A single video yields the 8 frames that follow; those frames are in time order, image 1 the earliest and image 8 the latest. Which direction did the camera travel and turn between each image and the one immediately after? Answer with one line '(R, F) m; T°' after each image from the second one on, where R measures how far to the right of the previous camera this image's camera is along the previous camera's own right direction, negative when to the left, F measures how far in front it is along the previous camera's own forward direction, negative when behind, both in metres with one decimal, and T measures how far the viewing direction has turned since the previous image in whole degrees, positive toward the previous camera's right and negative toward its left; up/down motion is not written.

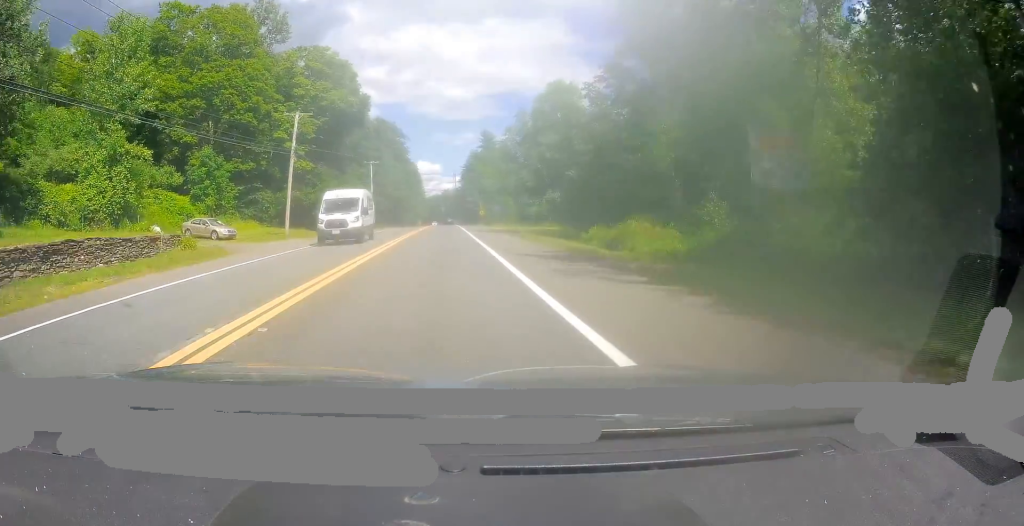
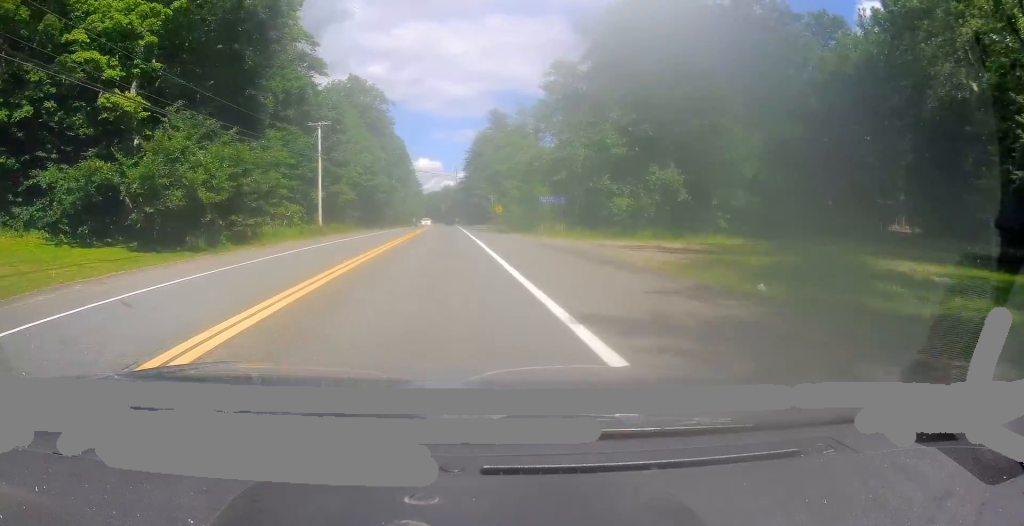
(-0.2, +38.0) m; +1°
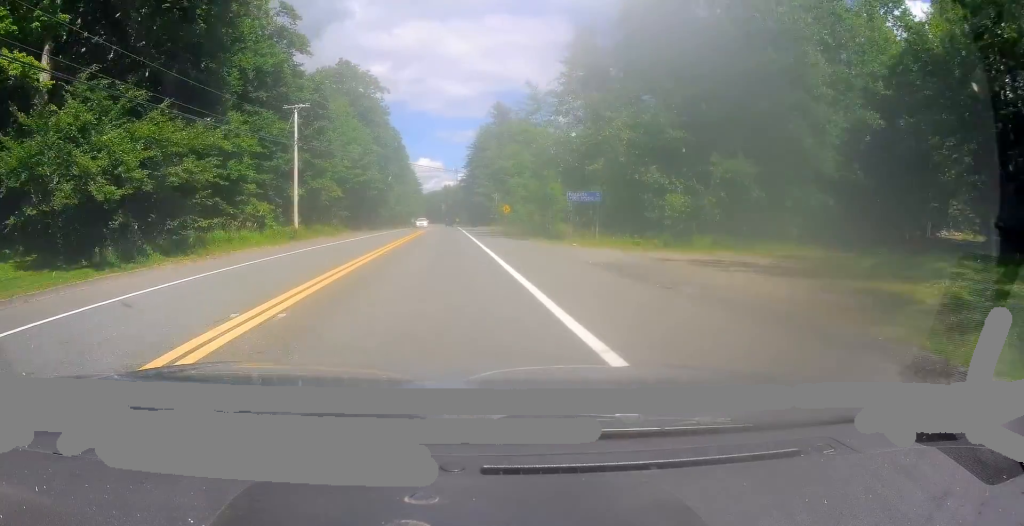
(+0.1, +8.9) m; +1°
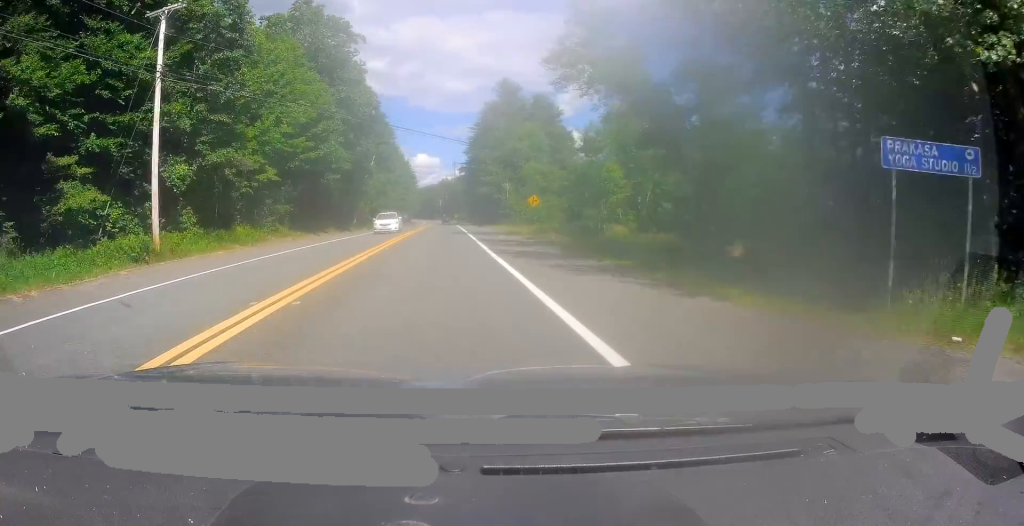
(-0.2, +23.2) m; 0°
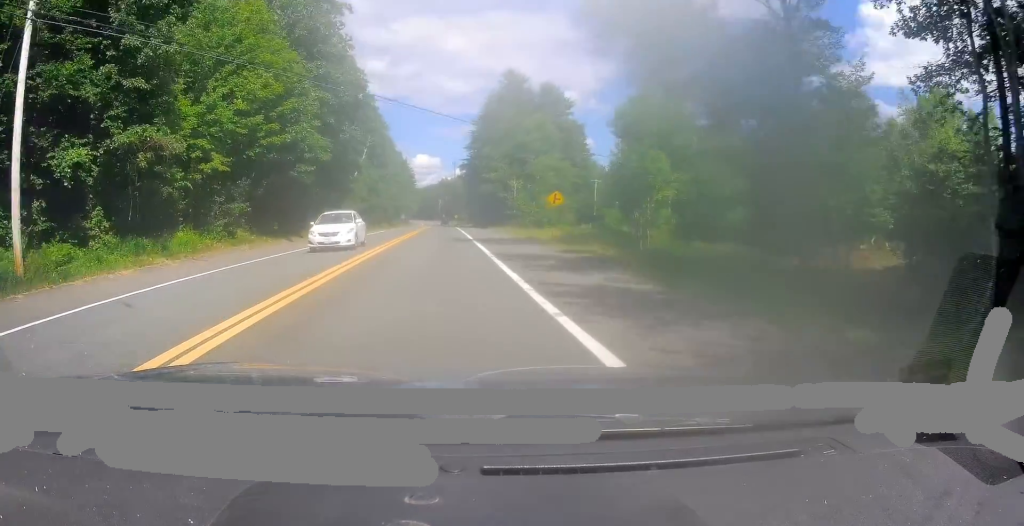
(0.0, +9.2) m; 0°
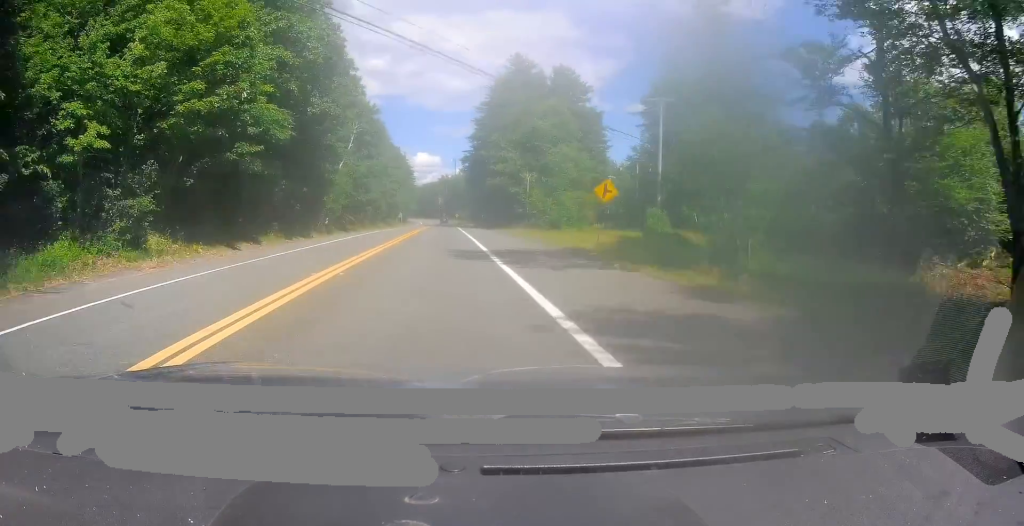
(0.0, +11.3) m; 0°
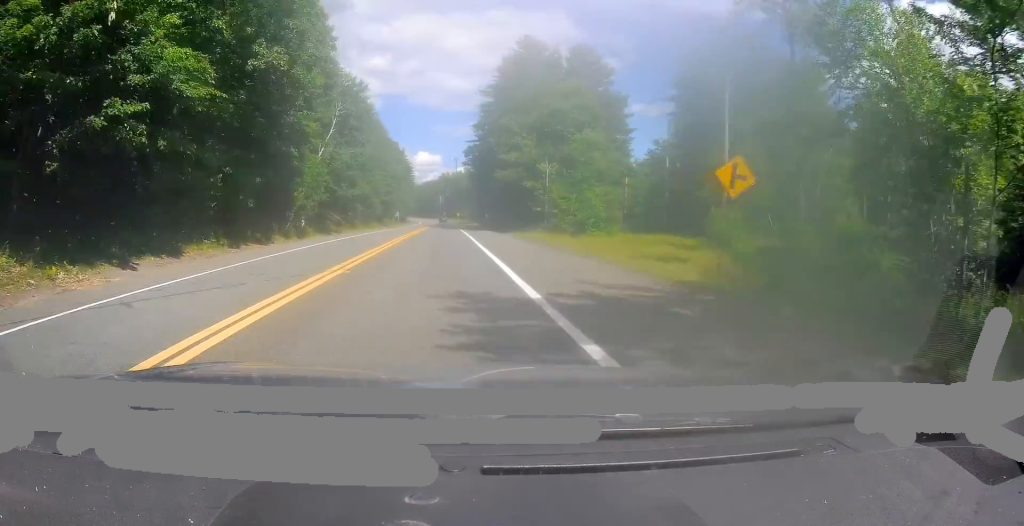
(0.0, +11.3) m; 0°
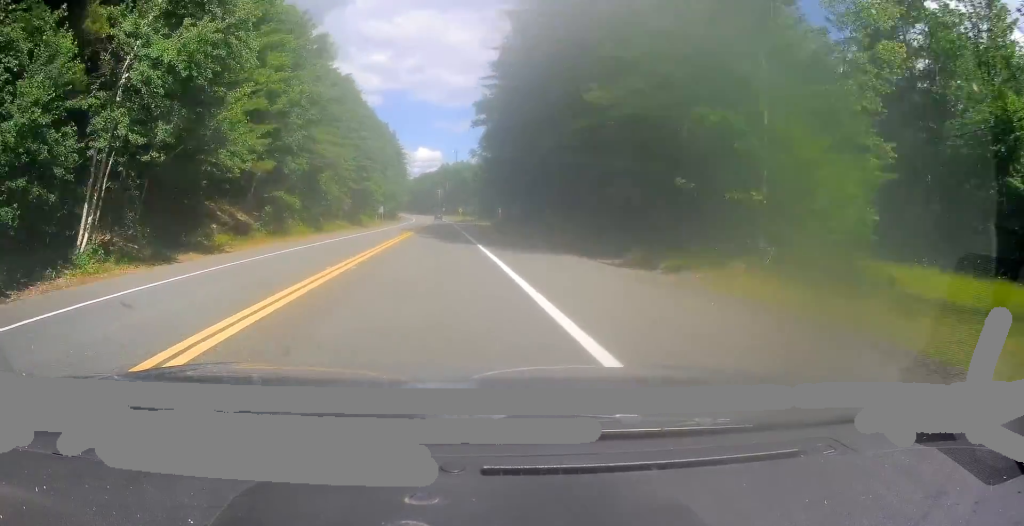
(+0.3, +35.6) m; +1°
